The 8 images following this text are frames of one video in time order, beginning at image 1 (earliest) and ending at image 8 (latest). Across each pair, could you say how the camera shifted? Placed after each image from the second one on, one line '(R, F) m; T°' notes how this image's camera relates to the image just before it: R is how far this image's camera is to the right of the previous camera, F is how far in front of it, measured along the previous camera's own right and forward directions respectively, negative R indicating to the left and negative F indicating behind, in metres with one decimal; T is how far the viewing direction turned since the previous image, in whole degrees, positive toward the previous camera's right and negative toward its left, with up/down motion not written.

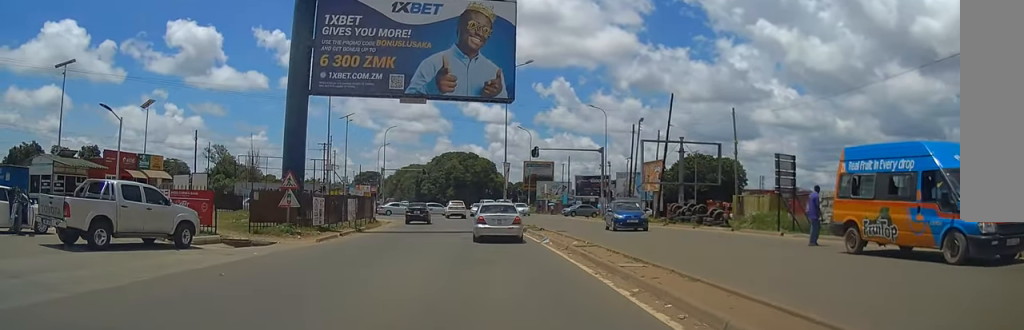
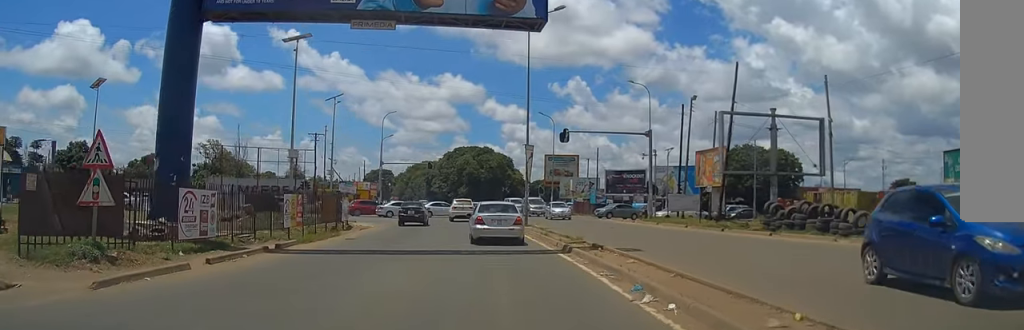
(-0.1, +13.9) m; -2°
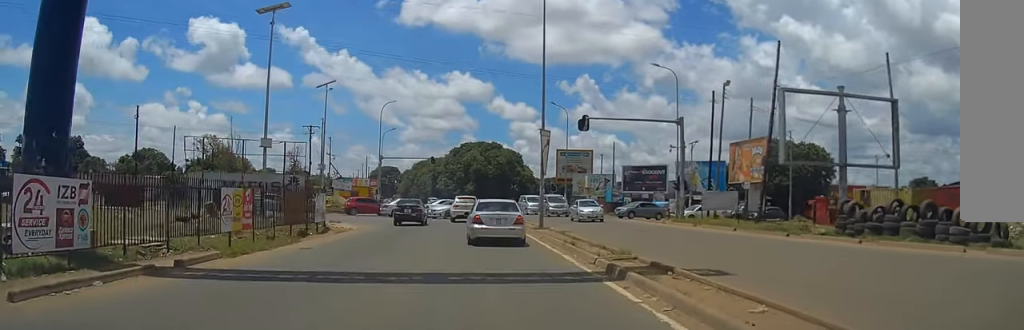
(-0.1, +6.4) m; -1°
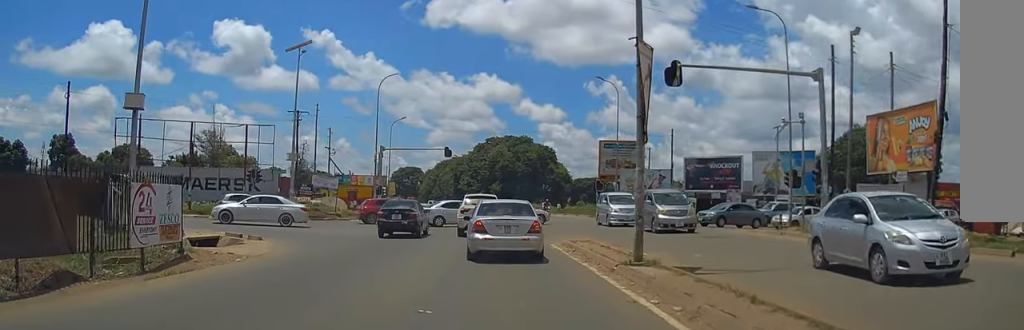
(-0.2, +17.4) m; -2°
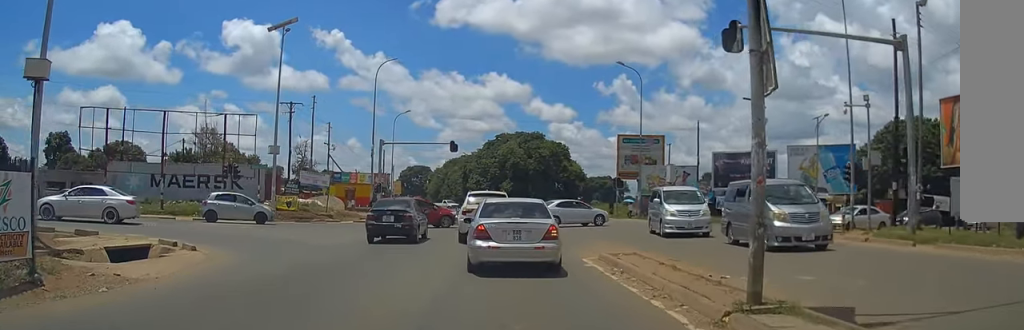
(-0.1, +5.8) m; -1°
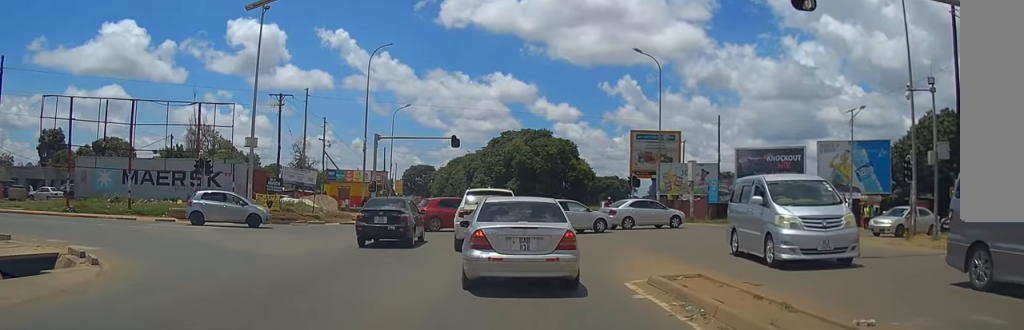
(0.0, +4.9) m; -1°
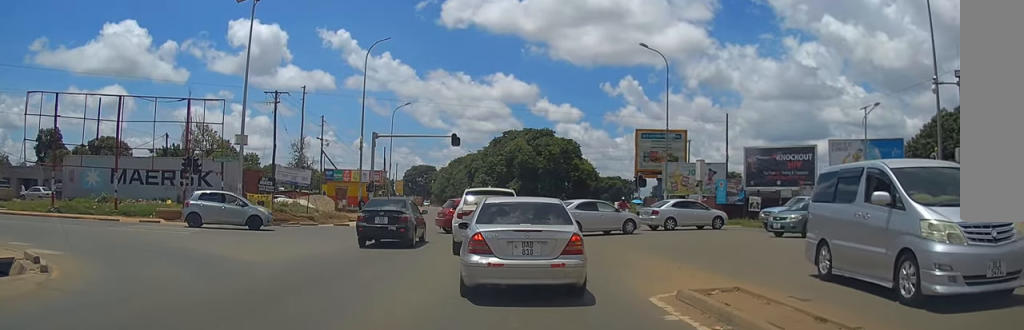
(0.0, +2.1) m; 0°
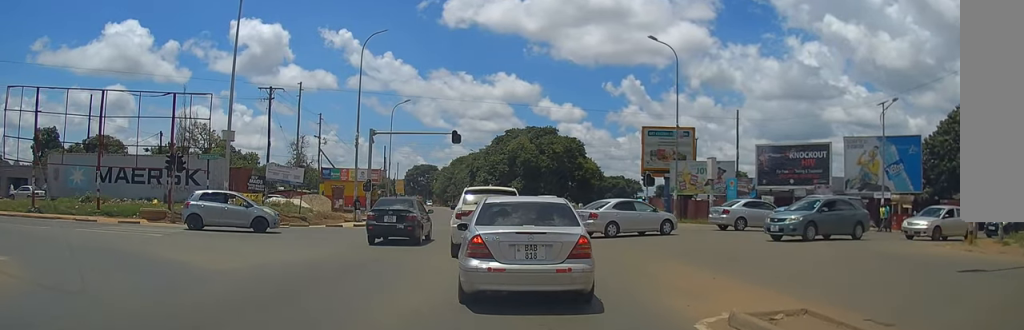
(-0.1, +2.3) m; +1°
